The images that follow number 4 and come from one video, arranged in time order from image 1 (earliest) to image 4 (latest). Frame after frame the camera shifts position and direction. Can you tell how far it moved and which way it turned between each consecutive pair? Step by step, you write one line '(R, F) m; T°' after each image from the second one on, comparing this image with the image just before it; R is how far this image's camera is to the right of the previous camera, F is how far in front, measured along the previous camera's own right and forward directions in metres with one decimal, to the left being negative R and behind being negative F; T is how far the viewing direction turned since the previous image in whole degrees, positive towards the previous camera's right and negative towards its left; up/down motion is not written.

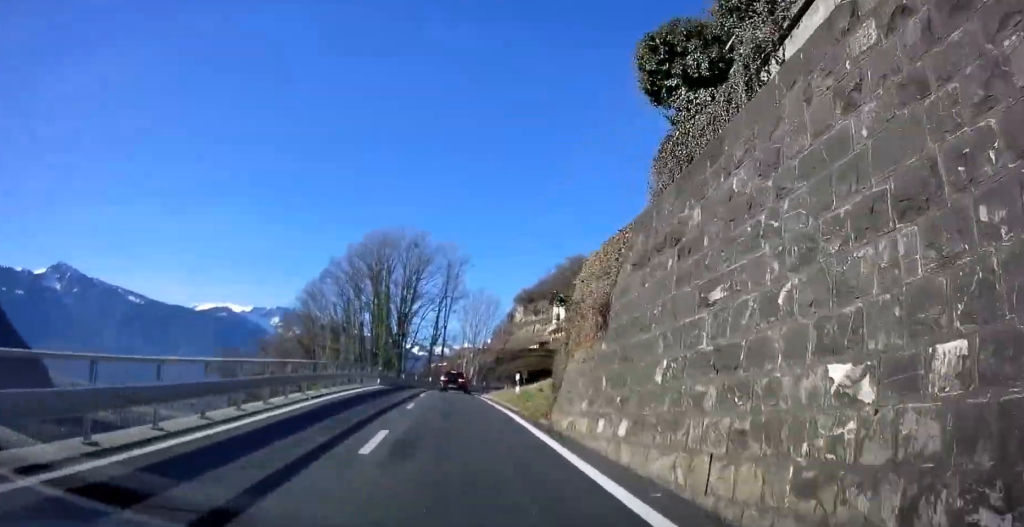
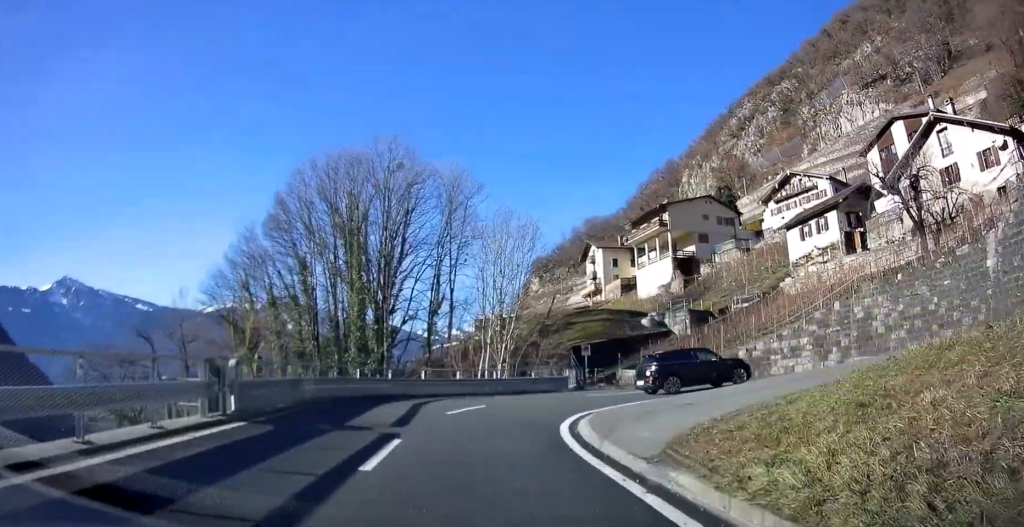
(-0.2, +29.0) m; -2°
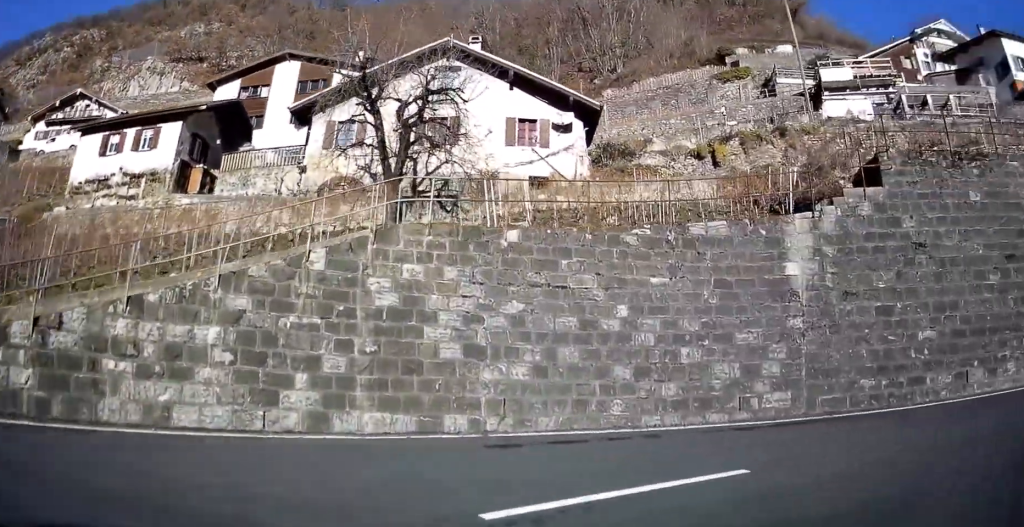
(+6.6, +21.7) m; +81°
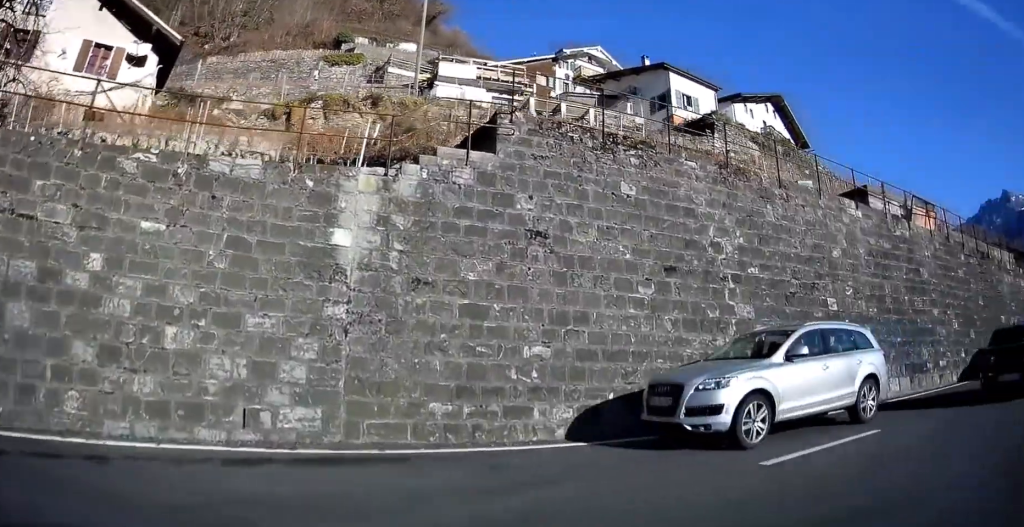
(+1.0, +3.4) m; +45°
